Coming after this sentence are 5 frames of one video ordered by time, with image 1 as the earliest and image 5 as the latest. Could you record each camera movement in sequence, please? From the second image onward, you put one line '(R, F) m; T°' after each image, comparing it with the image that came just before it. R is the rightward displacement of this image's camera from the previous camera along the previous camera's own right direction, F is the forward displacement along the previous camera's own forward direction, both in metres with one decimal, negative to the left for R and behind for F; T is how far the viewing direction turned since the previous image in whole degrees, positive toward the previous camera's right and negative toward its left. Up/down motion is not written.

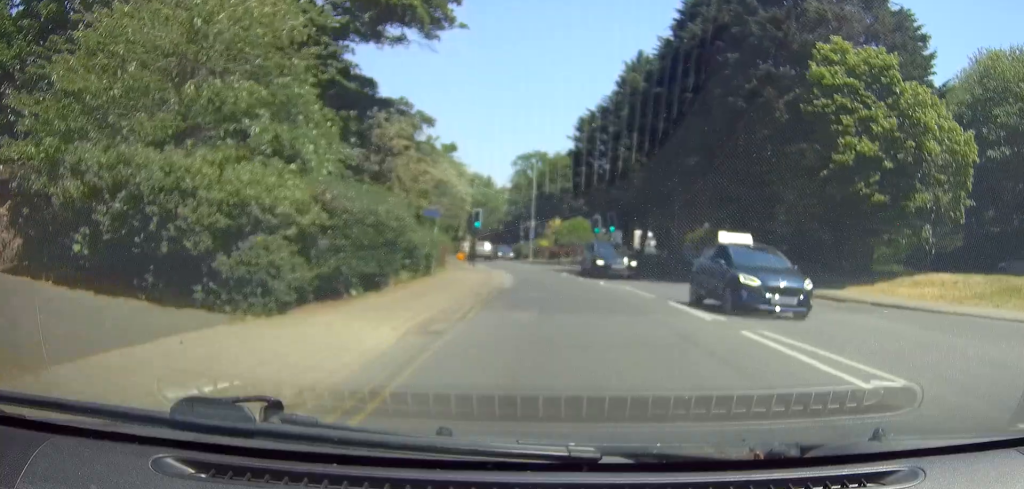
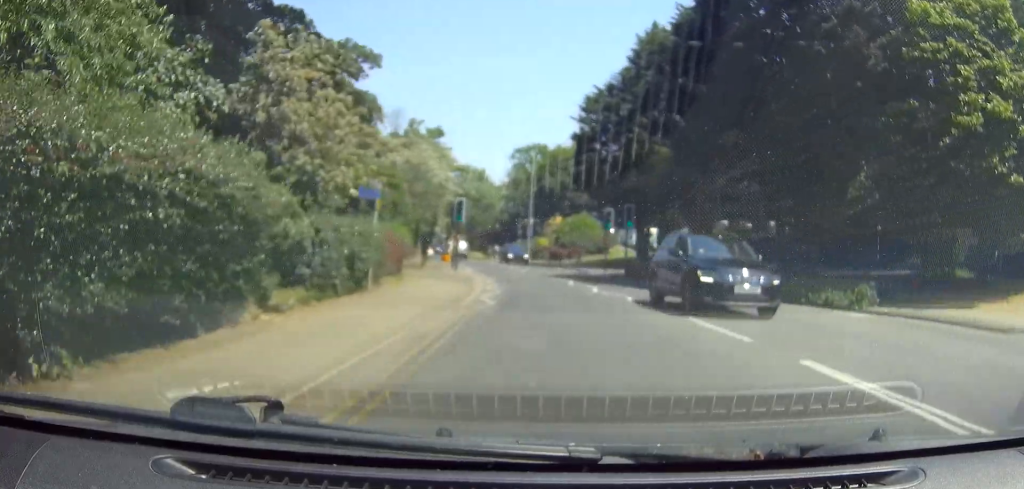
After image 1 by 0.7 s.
(0.0, +7.9) m; -1°
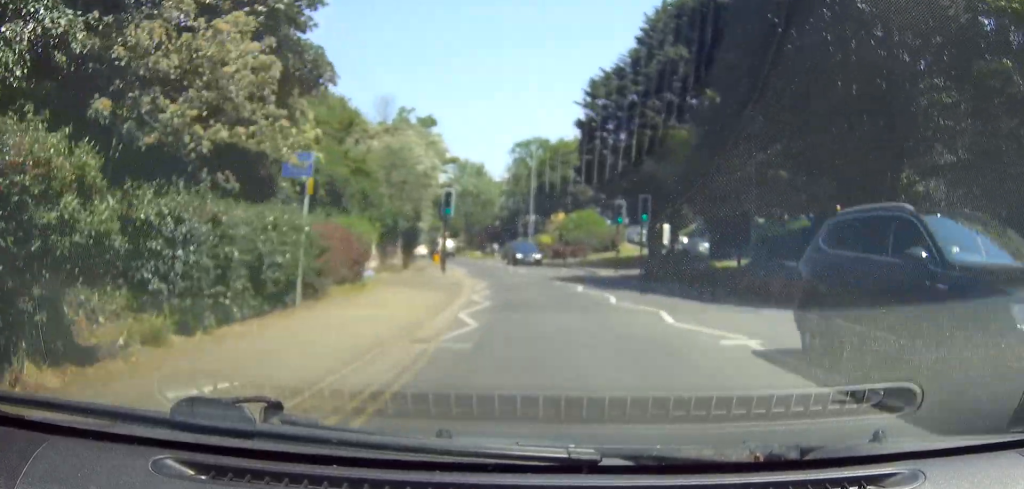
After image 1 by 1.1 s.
(0.0, +4.2) m; 0°
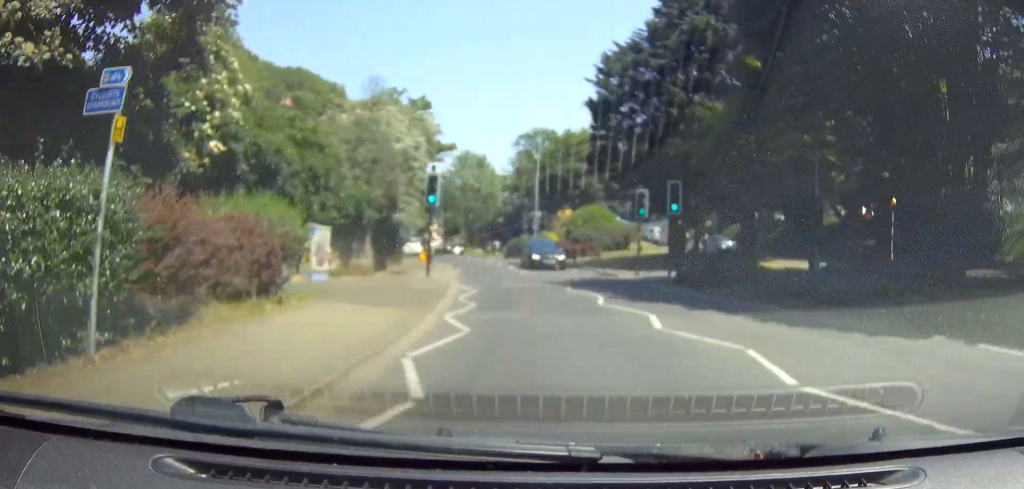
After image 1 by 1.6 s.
(0.0, +4.9) m; -1°
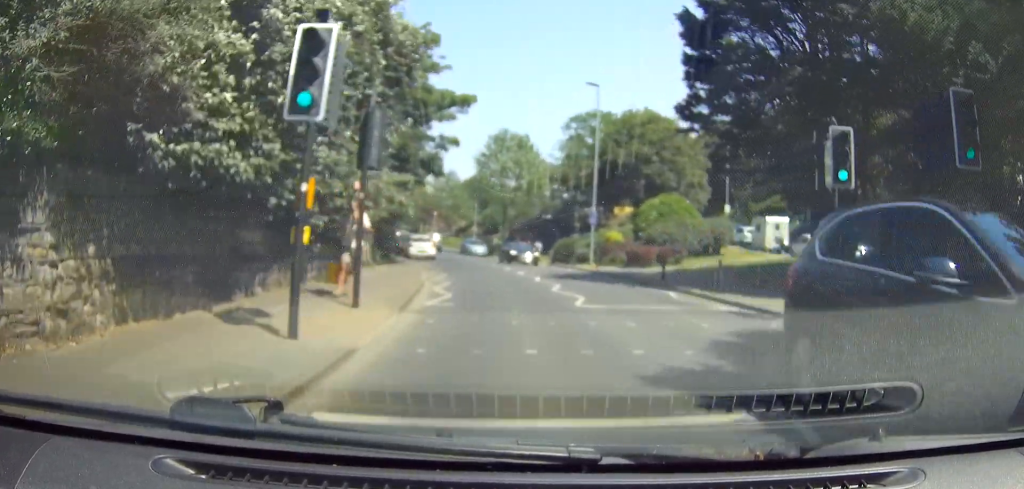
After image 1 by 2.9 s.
(-0.1, +14.0) m; -2°
